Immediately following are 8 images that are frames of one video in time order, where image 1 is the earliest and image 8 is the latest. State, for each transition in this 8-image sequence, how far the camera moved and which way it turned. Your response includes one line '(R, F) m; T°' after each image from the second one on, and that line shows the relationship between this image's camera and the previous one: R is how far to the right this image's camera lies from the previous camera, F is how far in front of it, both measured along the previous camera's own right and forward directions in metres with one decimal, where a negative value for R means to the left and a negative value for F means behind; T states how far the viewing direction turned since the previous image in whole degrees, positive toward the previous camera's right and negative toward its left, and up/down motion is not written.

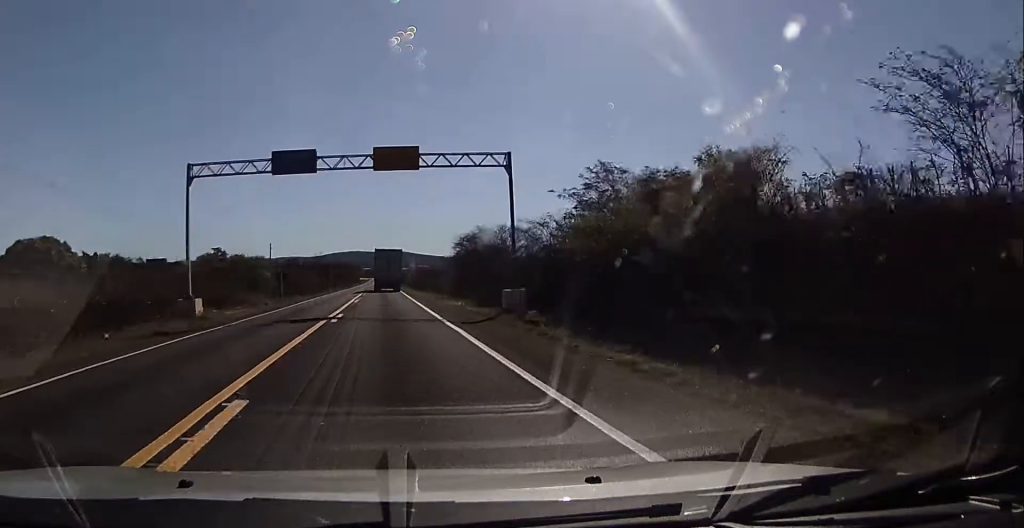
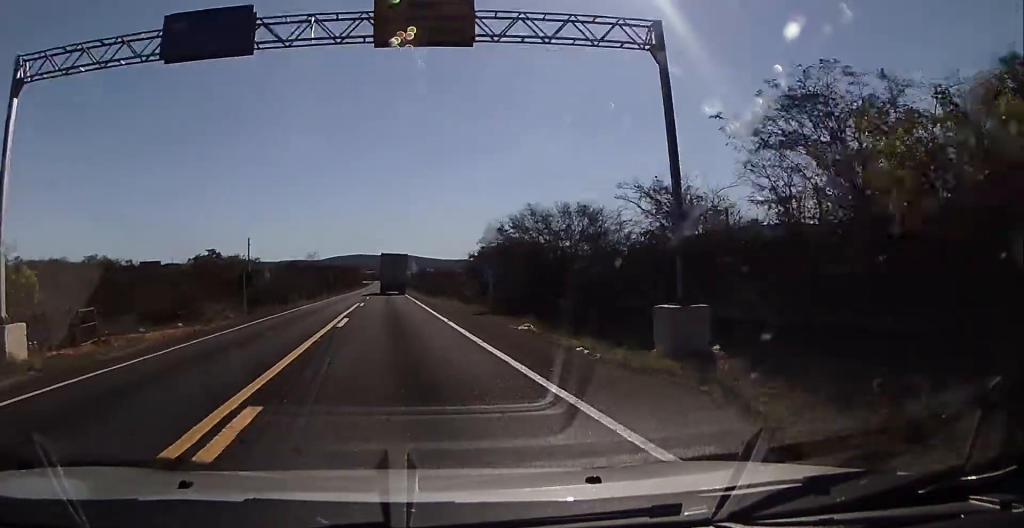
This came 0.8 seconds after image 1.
(-0.1, +16.4) m; +3°
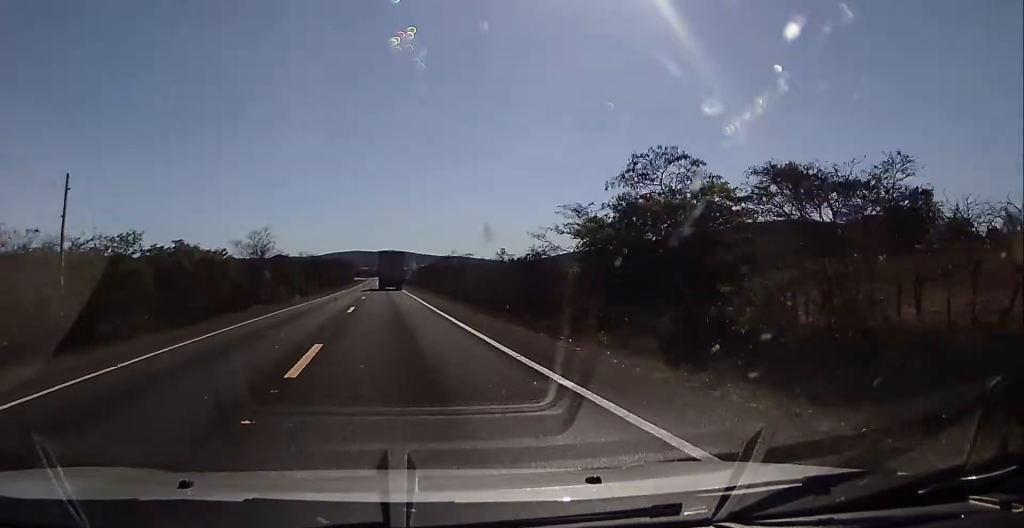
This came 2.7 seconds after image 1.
(+1.7, +43.7) m; -1°
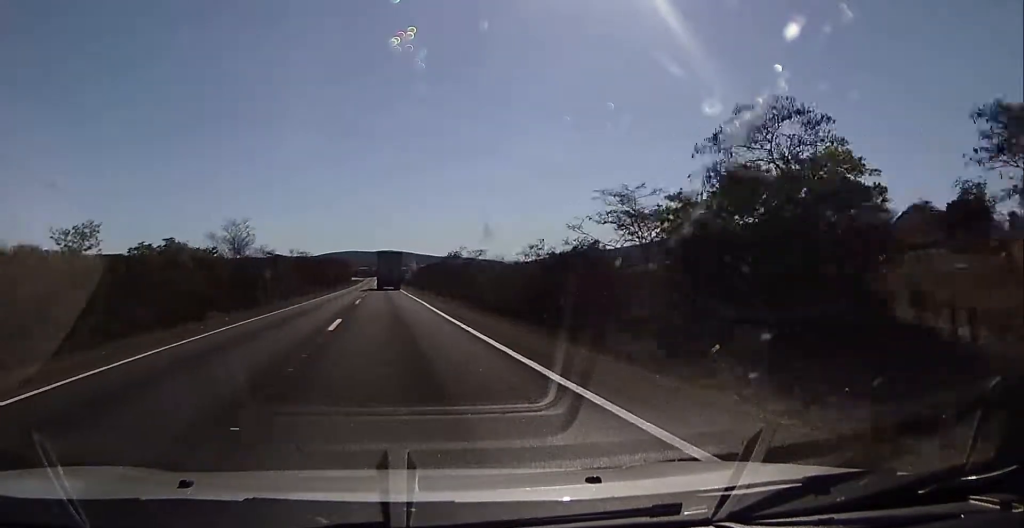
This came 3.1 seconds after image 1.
(-0.2, +9.1) m; 0°
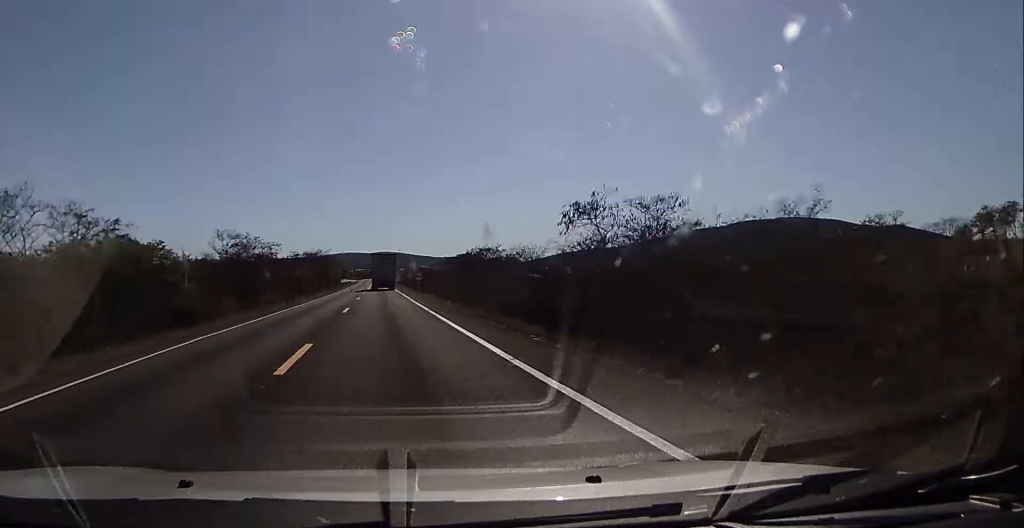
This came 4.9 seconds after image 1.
(0.0, +40.3) m; 0°
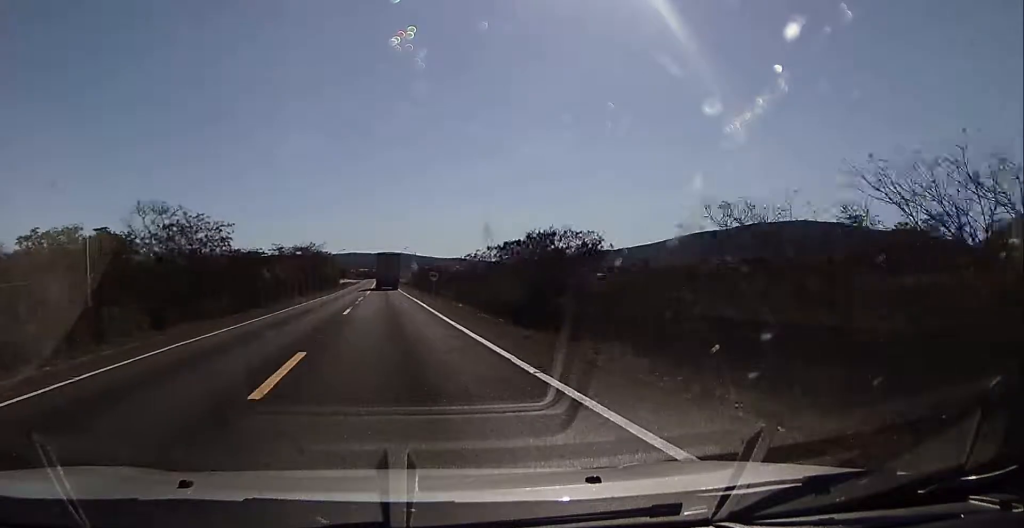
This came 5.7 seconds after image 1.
(-0.2, +18.3) m; -1°
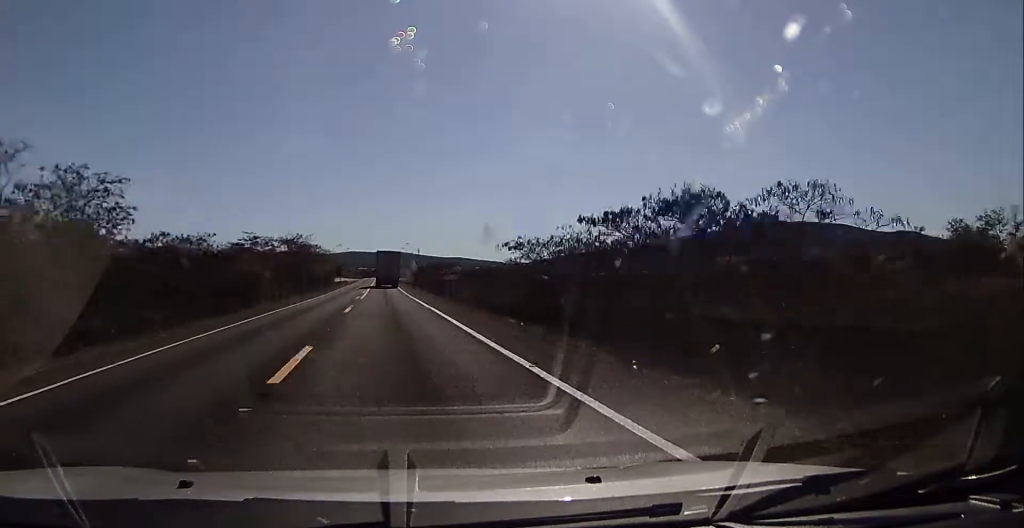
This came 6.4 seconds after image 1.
(-0.1, +15.5) m; 0°
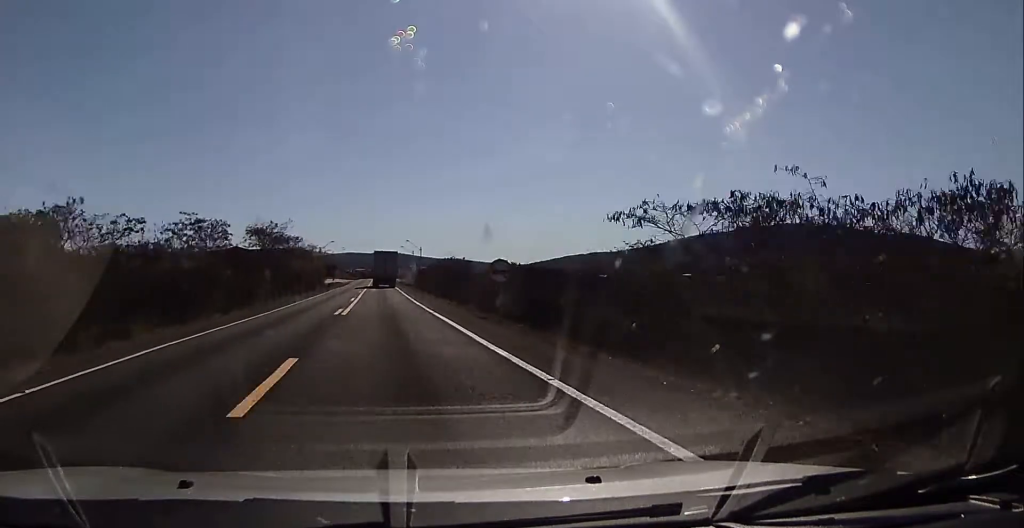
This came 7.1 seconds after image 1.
(+0.2, +18.2) m; +1°
